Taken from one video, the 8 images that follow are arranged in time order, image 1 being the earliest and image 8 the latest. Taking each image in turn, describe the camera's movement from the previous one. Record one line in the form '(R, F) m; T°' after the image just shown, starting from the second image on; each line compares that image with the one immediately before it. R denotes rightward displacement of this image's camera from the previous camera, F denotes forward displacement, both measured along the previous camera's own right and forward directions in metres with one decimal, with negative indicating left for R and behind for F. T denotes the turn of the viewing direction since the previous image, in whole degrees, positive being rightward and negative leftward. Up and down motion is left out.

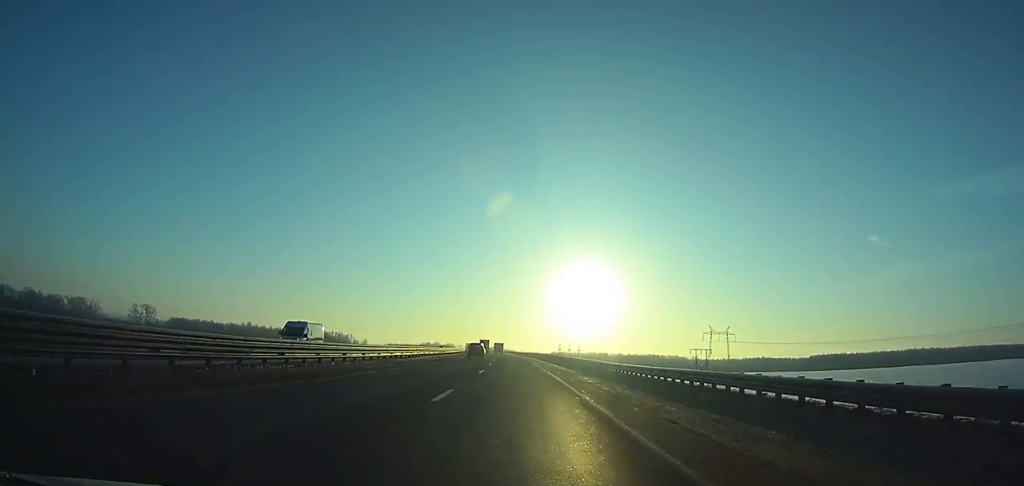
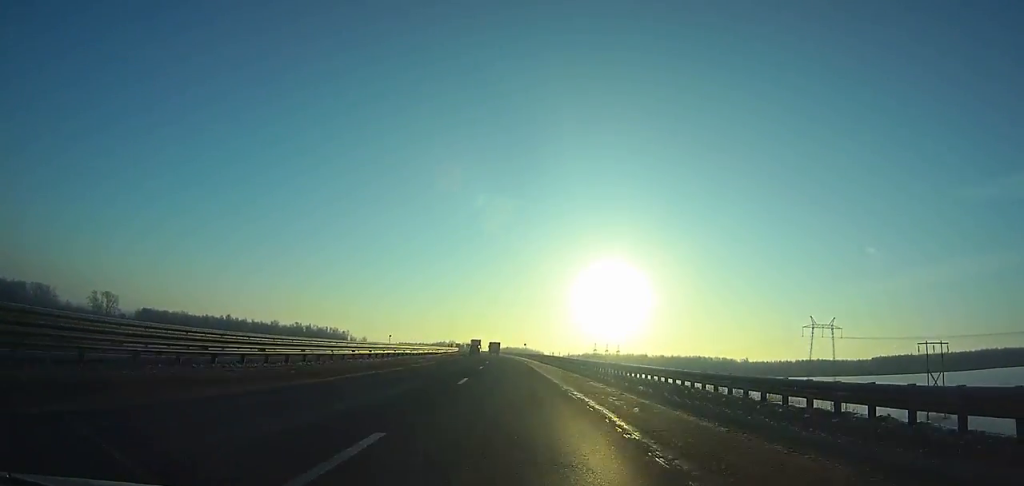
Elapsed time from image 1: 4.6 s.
(-2.3, +106.9) m; -3°
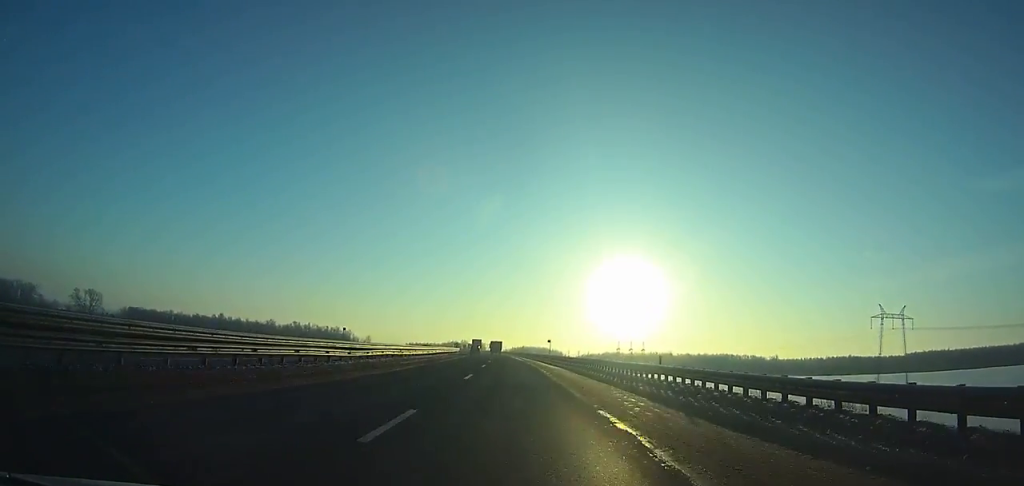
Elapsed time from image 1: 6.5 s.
(-0.4, +44.5) m; -1°
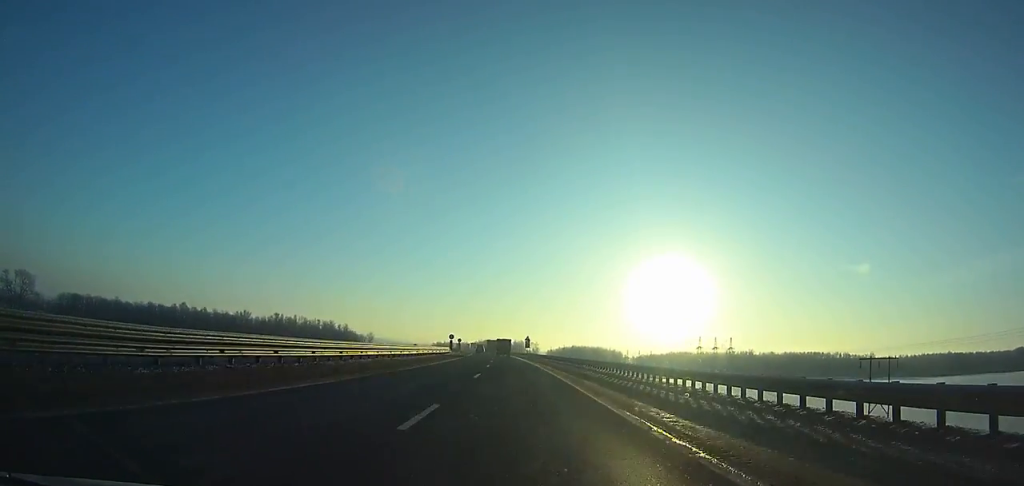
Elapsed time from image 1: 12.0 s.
(-4.9, +128.8) m; -4°
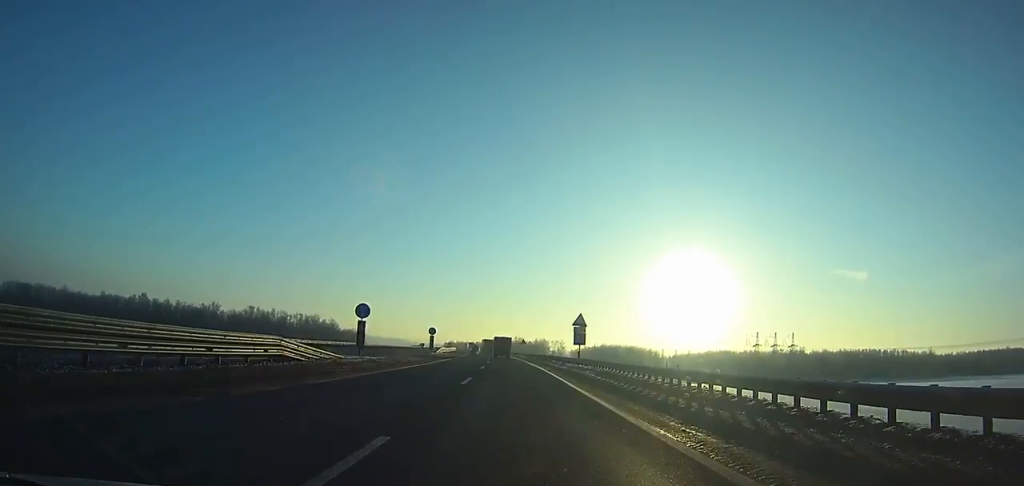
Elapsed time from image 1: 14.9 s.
(-1.1, +67.2) m; -2°
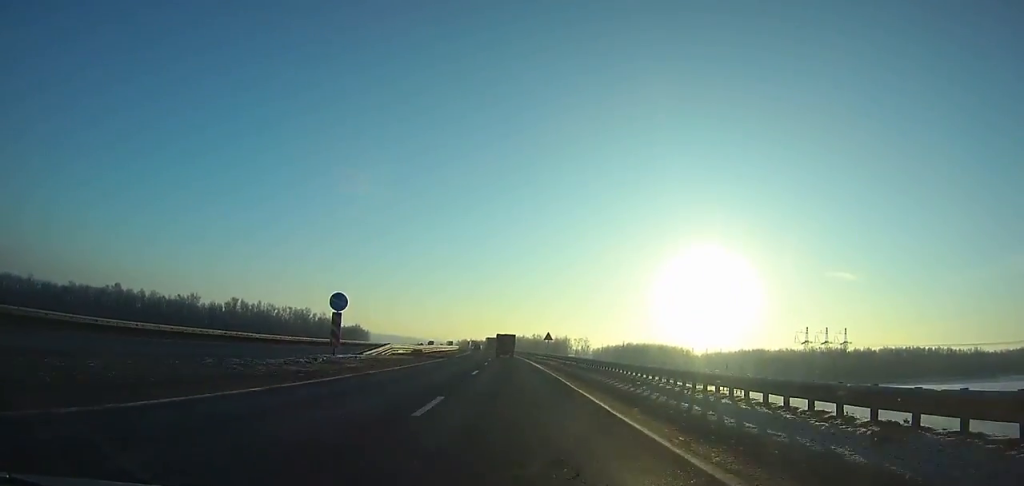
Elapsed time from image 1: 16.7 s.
(-0.2, +41.1) m; -2°
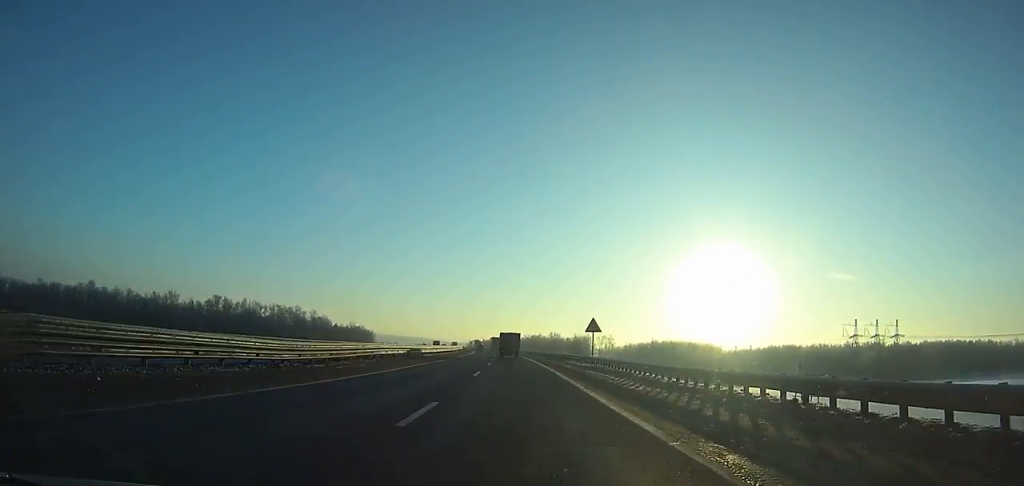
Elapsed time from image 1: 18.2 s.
(-0.9, +33.5) m; -2°
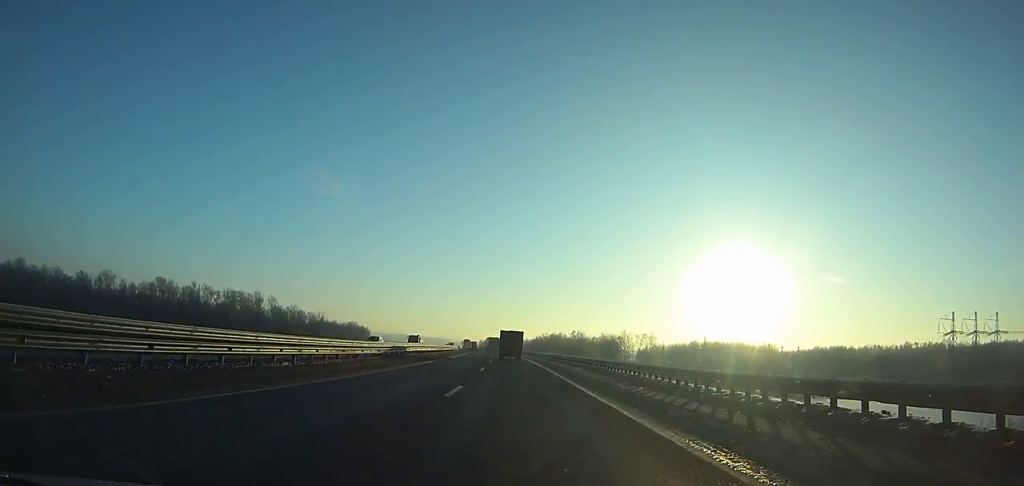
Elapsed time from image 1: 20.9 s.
(-1.3, +59.0) m; -3°
